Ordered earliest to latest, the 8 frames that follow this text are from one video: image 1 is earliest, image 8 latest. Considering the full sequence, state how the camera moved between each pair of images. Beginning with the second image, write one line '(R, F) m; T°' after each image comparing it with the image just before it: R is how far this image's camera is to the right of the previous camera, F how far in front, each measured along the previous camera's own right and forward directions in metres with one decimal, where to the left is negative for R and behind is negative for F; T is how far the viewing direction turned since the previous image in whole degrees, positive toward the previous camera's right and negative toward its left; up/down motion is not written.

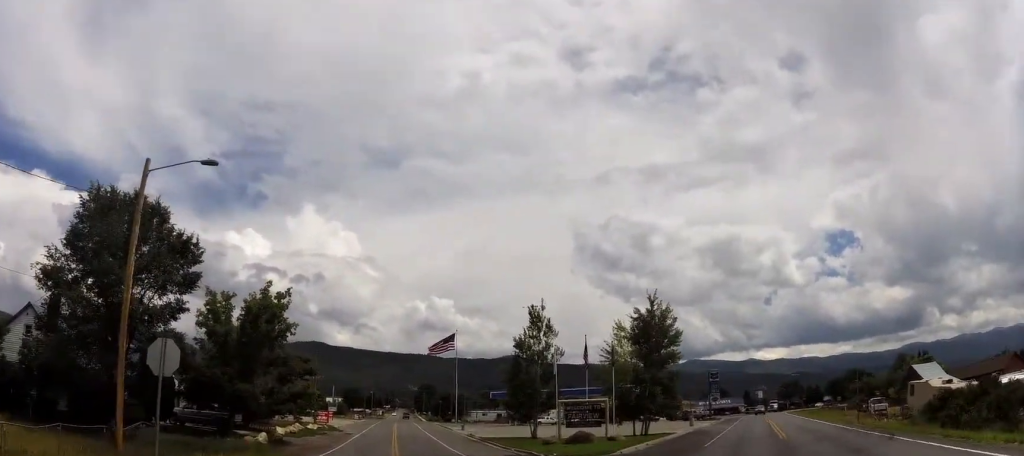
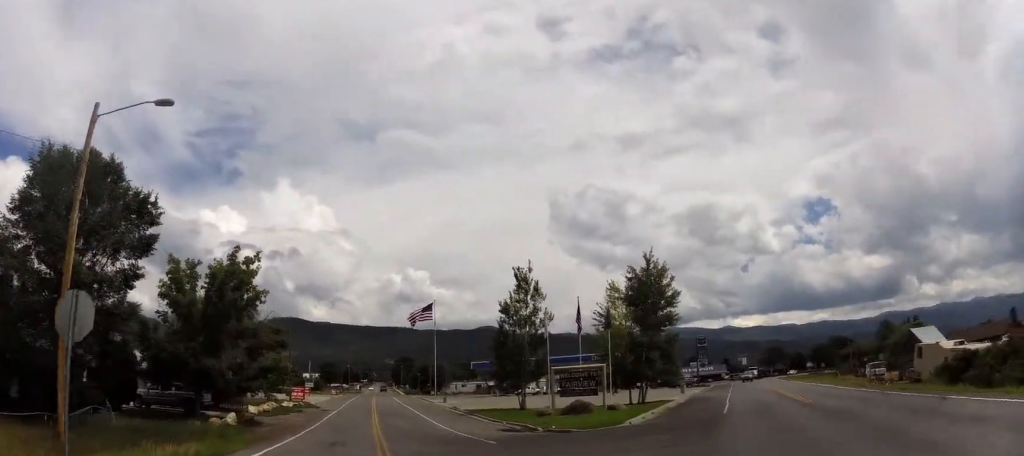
(0.0, +2.6) m; 0°
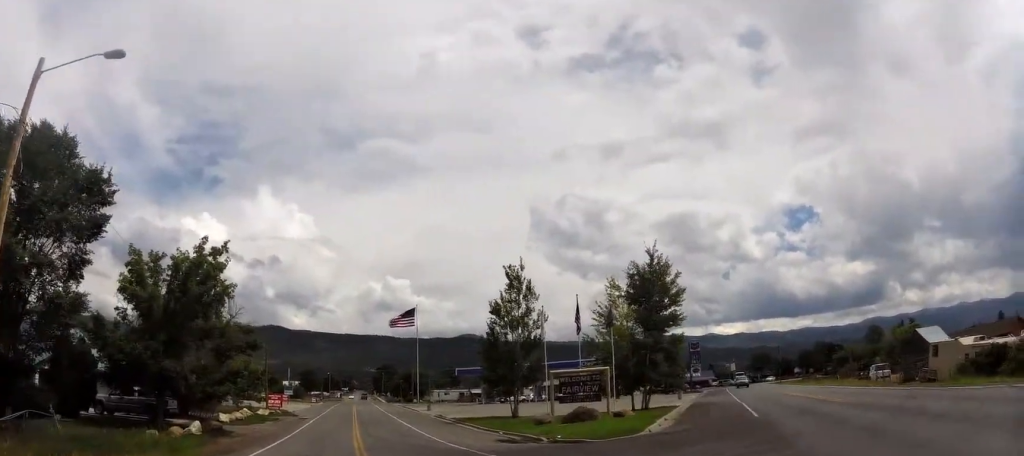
(0.0, +2.7) m; 0°
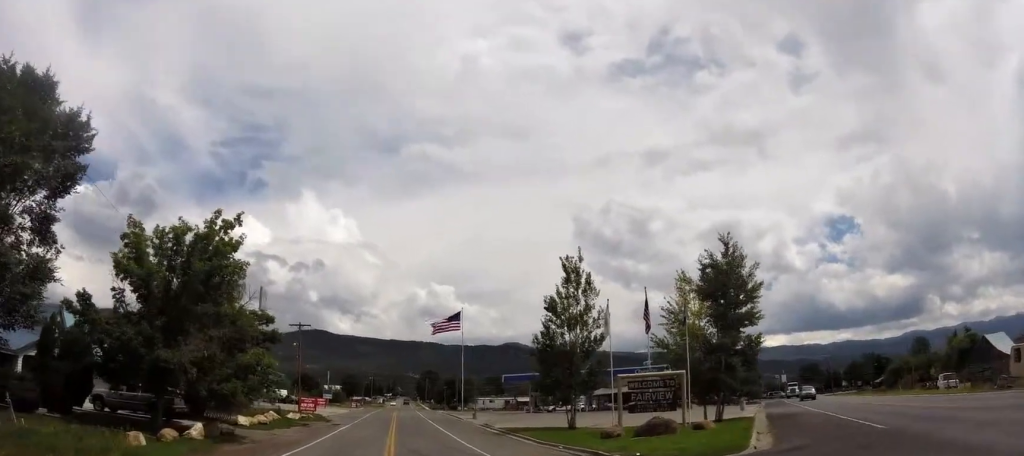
(0.0, +3.7) m; 0°
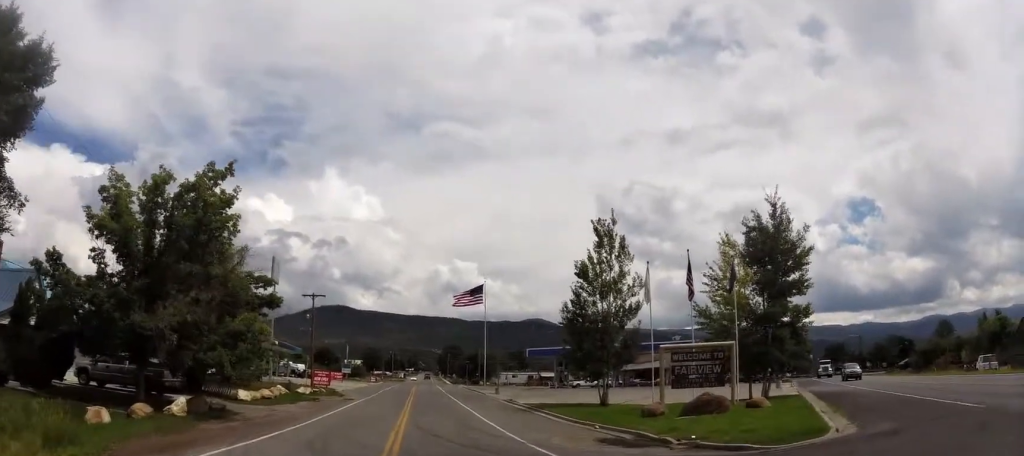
(0.0, +2.9) m; 0°
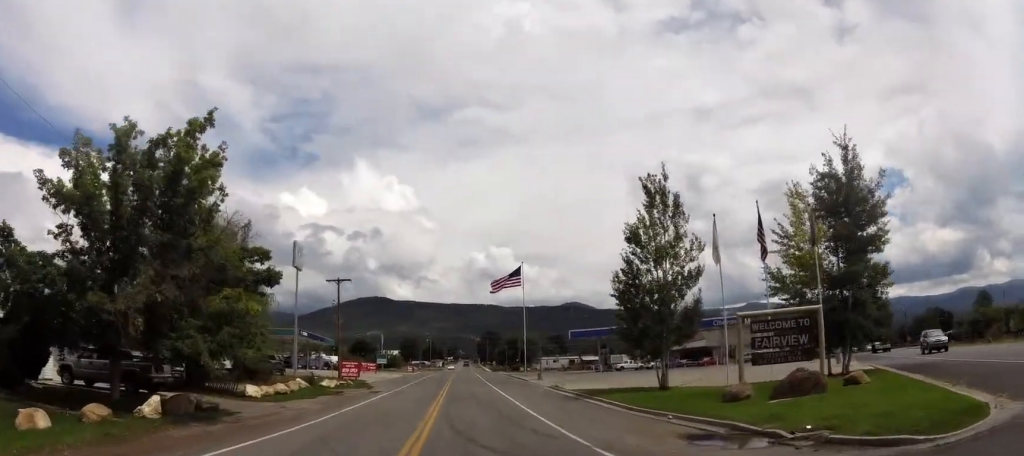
(0.0, +4.0) m; 0°
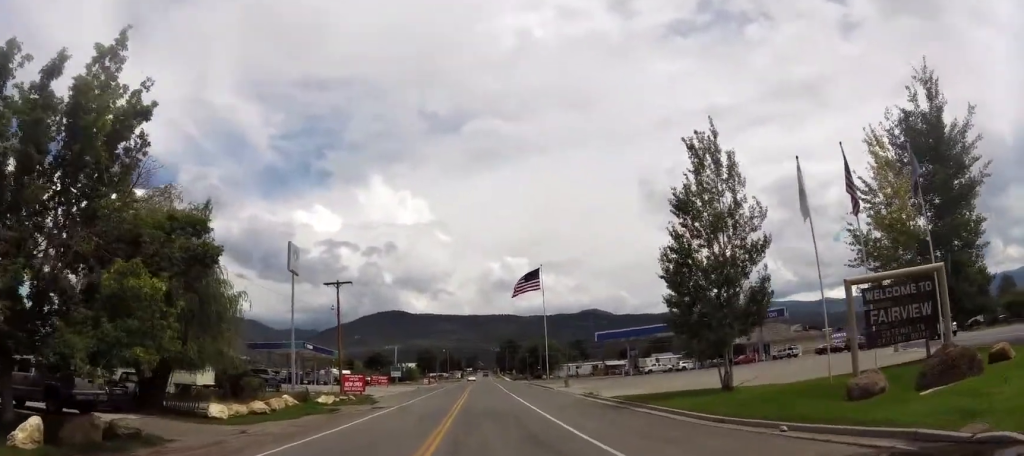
(0.0, +5.9) m; 0°
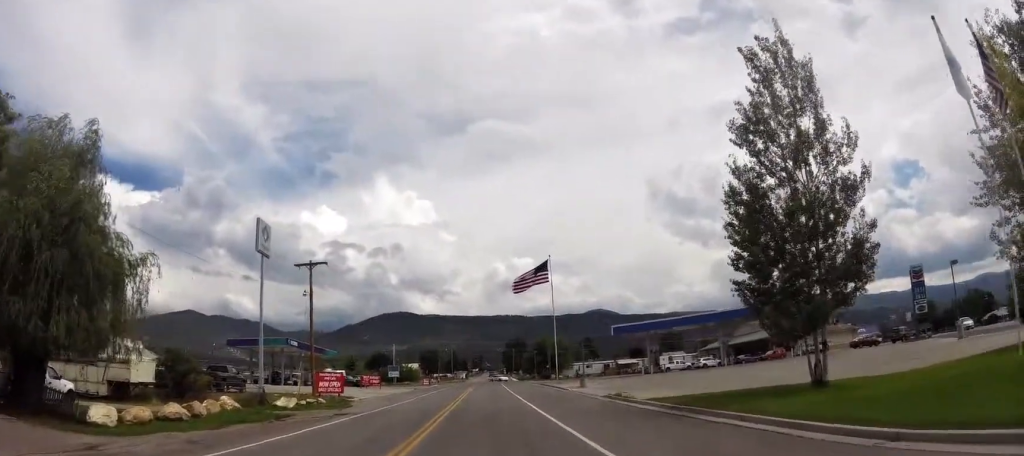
(0.0, +8.1) m; 0°
